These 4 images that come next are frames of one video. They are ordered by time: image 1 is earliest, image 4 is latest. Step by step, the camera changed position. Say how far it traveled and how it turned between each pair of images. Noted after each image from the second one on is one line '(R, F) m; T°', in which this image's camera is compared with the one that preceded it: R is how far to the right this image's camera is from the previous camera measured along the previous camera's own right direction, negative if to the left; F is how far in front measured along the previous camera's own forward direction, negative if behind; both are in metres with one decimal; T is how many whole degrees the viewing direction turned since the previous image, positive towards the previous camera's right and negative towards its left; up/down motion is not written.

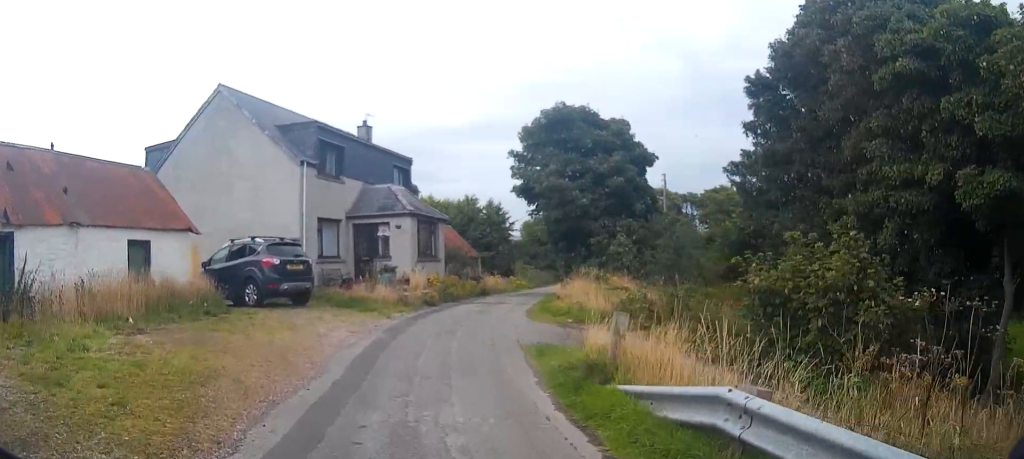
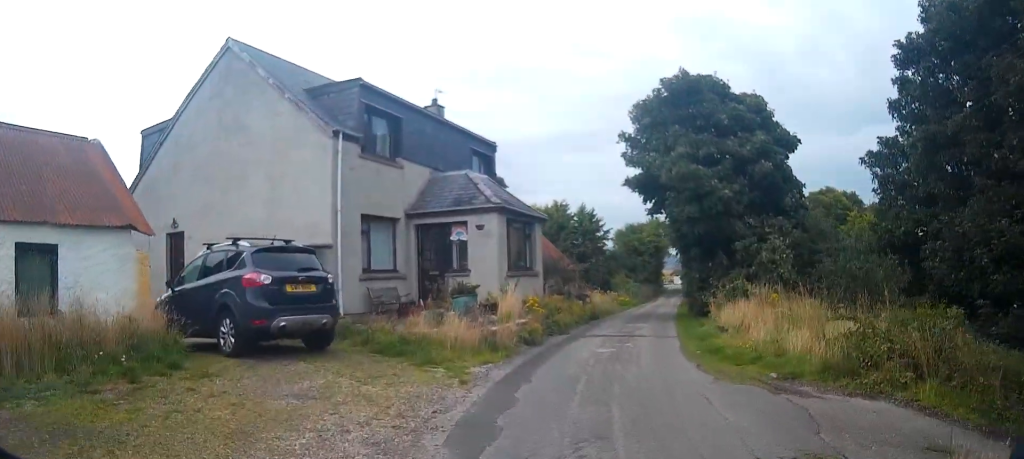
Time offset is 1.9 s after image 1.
(-0.5, +6.4) m; -10°
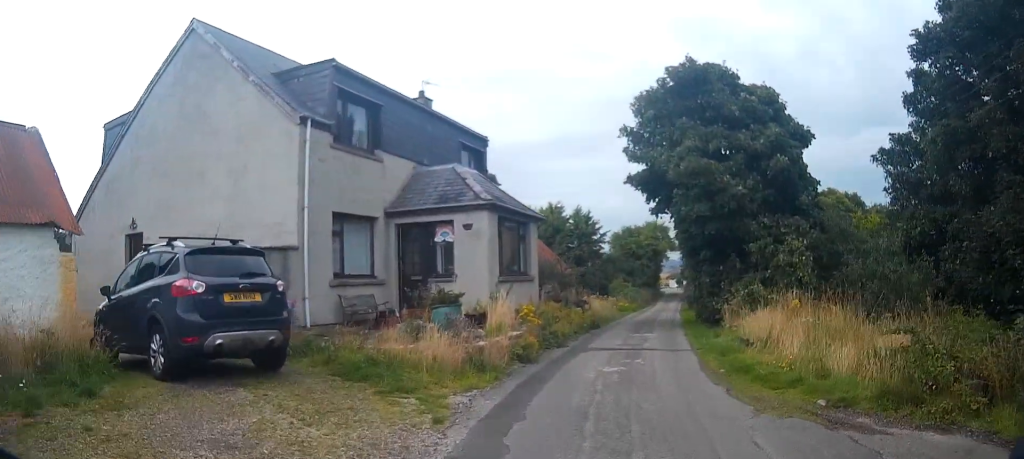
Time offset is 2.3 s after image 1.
(-0.1, +1.7) m; +2°
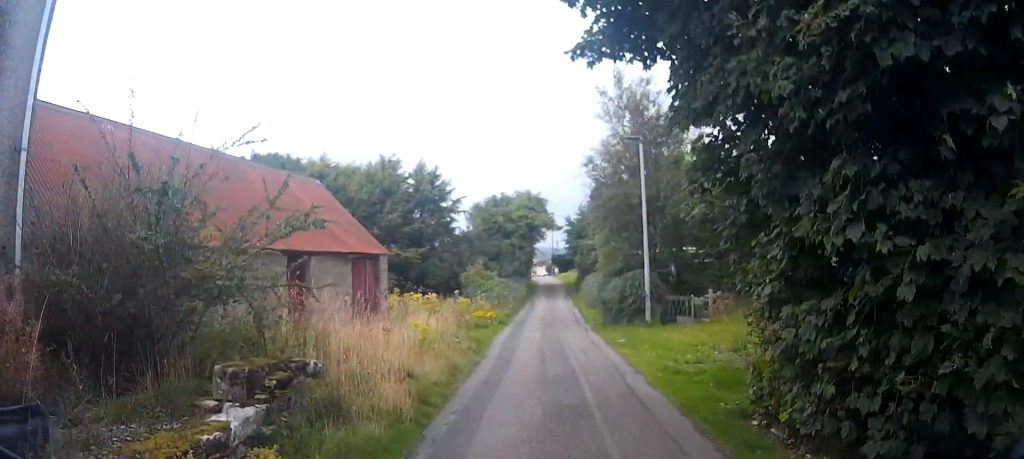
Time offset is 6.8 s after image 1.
(+1.9, +16.7) m; +17°
